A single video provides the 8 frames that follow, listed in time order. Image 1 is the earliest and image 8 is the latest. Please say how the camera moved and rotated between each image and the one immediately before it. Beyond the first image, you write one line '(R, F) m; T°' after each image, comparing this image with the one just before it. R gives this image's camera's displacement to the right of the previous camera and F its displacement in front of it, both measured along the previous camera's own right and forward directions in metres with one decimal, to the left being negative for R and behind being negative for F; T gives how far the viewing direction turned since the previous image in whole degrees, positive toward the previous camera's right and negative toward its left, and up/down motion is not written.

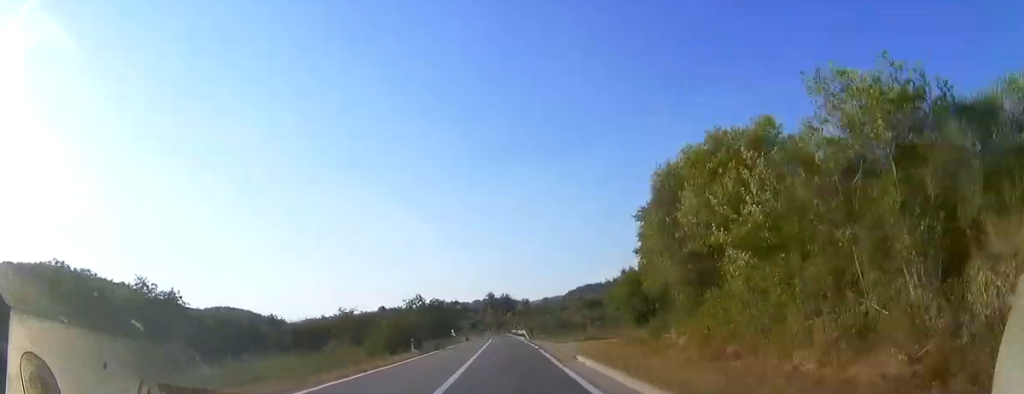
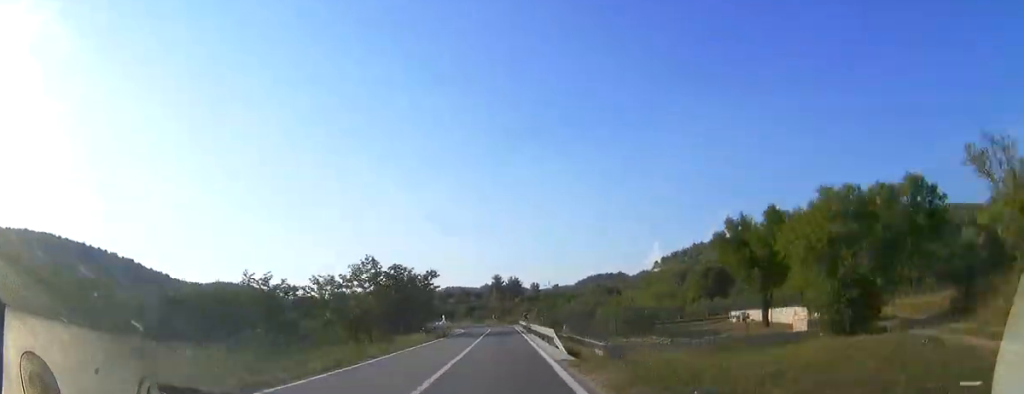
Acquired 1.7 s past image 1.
(+0.7, +31.8) m; +1°
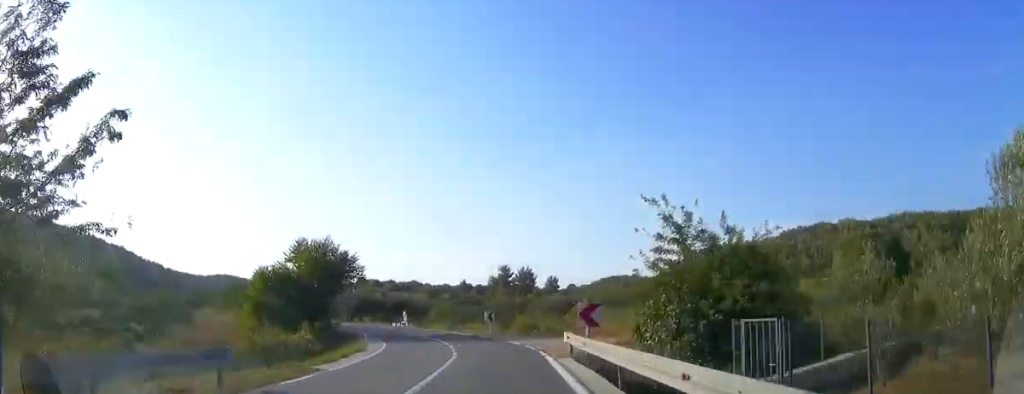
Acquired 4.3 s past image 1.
(-0.3, +48.9) m; -3°
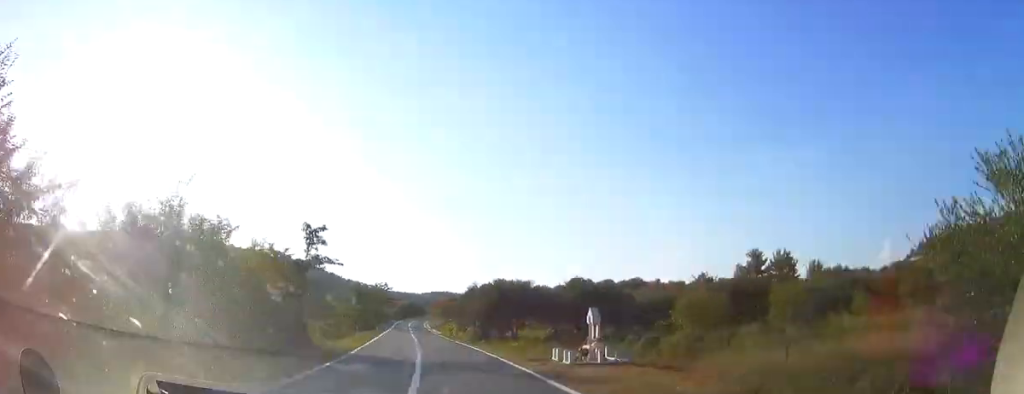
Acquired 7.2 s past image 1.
(-3.8, +49.4) m; -16°
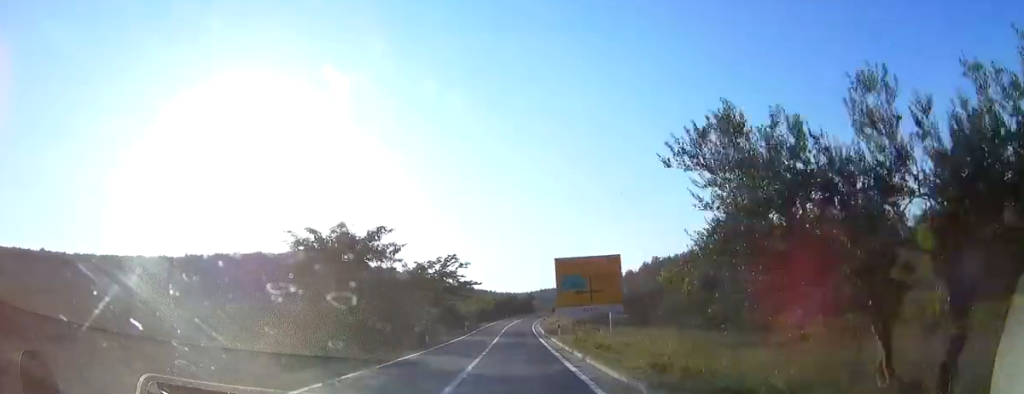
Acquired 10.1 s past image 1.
(-9.3, +49.6) m; -13°
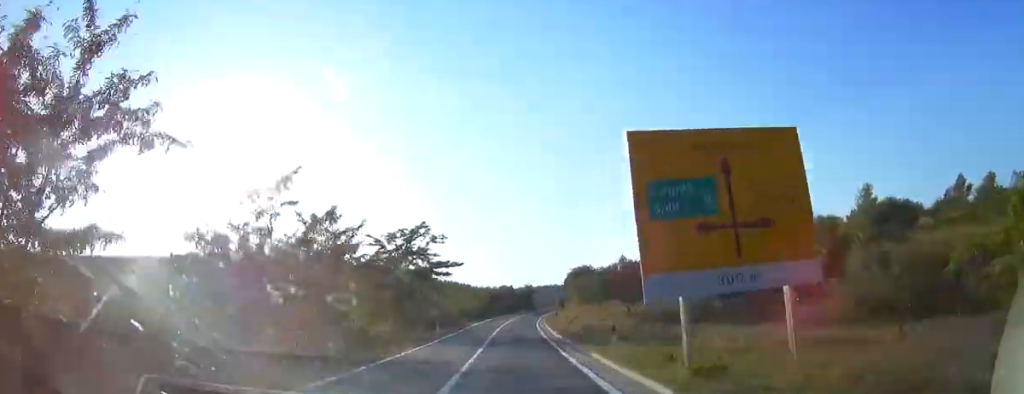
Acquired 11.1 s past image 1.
(-0.6, +17.5) m; -1°
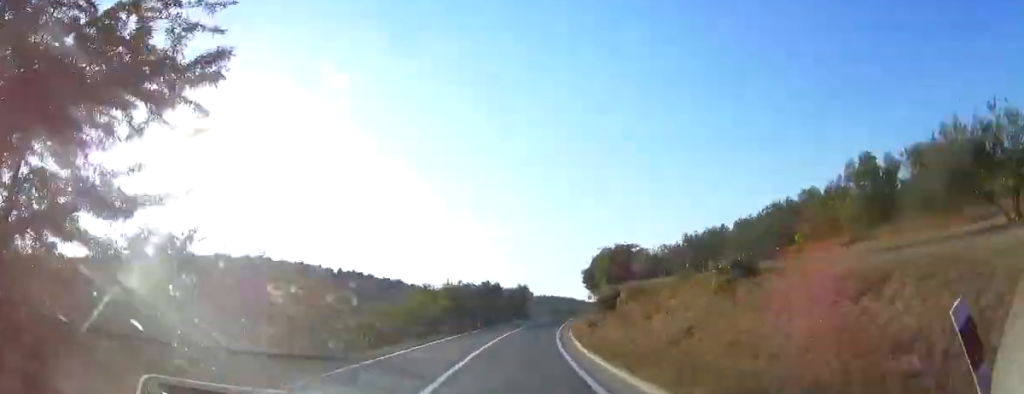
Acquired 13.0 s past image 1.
(+0.4, +33.1) m; +1°
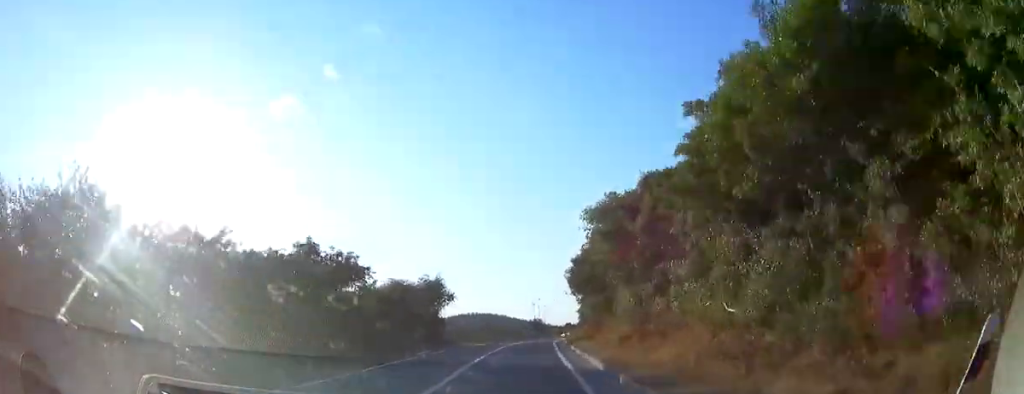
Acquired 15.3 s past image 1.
(+0.2, +40.6) m; +5°
